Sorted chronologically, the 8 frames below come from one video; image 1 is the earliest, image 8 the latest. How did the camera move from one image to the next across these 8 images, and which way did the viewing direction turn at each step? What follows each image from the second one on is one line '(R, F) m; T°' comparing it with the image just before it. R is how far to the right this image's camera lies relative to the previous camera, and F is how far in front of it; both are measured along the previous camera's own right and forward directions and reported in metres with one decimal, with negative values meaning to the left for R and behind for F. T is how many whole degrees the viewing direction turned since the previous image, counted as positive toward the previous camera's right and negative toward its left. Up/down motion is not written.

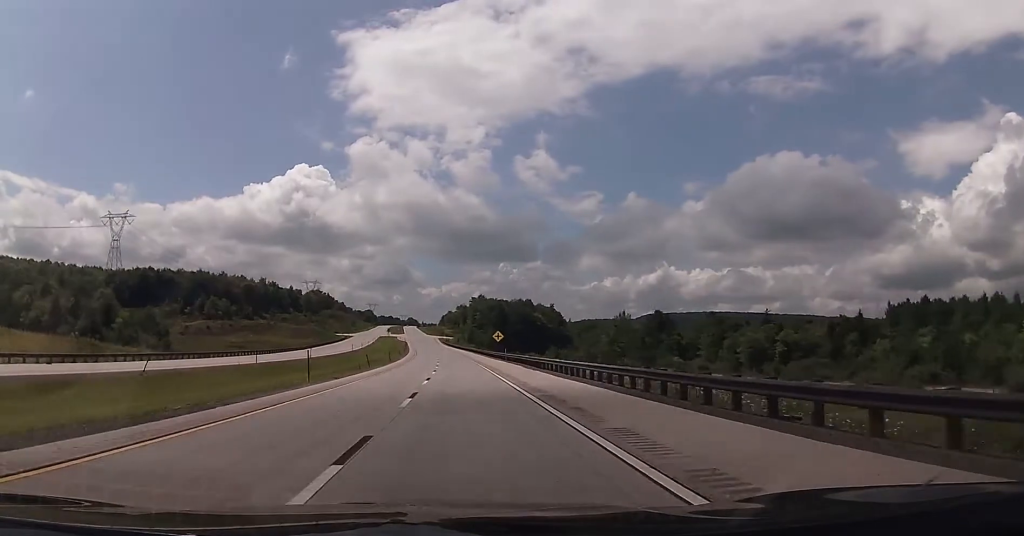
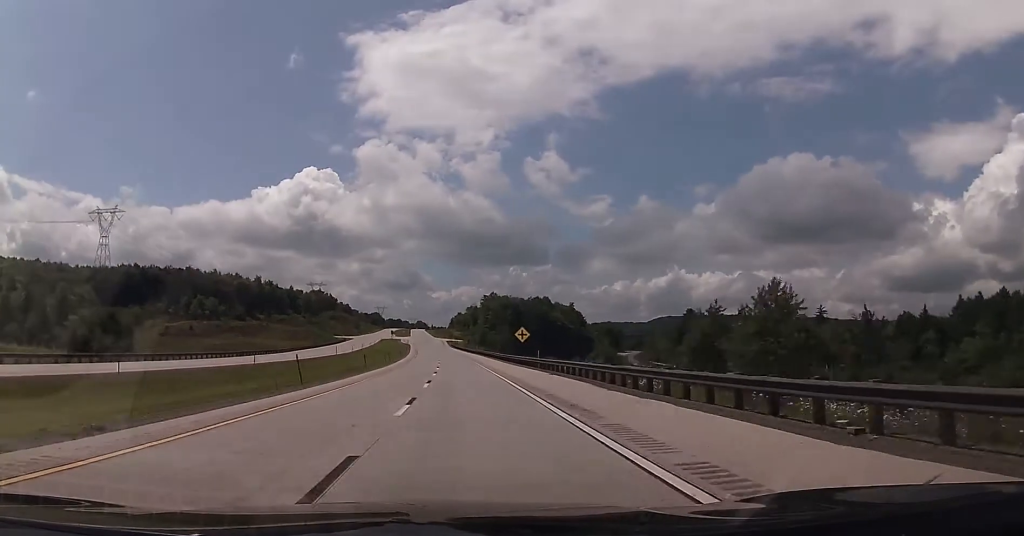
(-0.3, +26.4) m; -1°
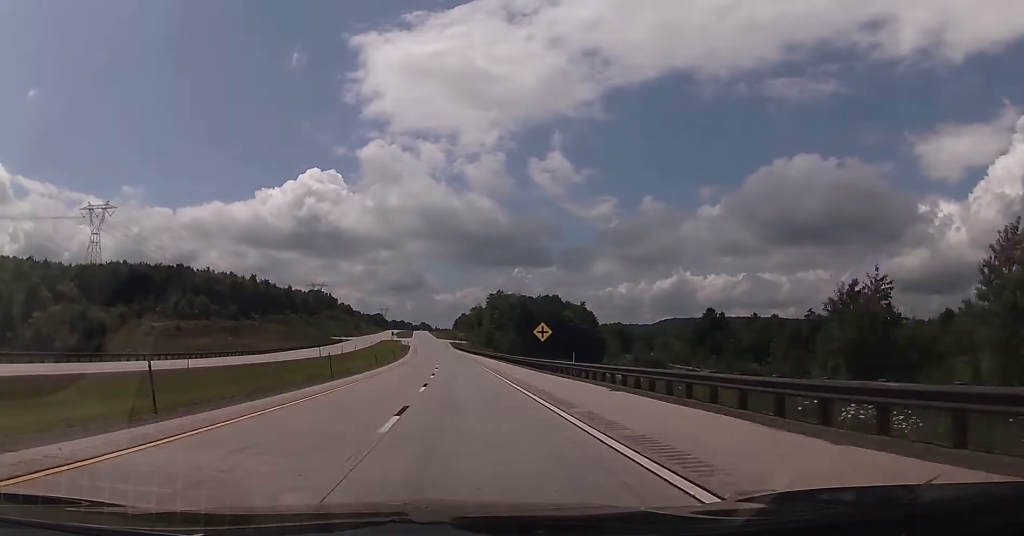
(-0.4, +15.5) m; 0°
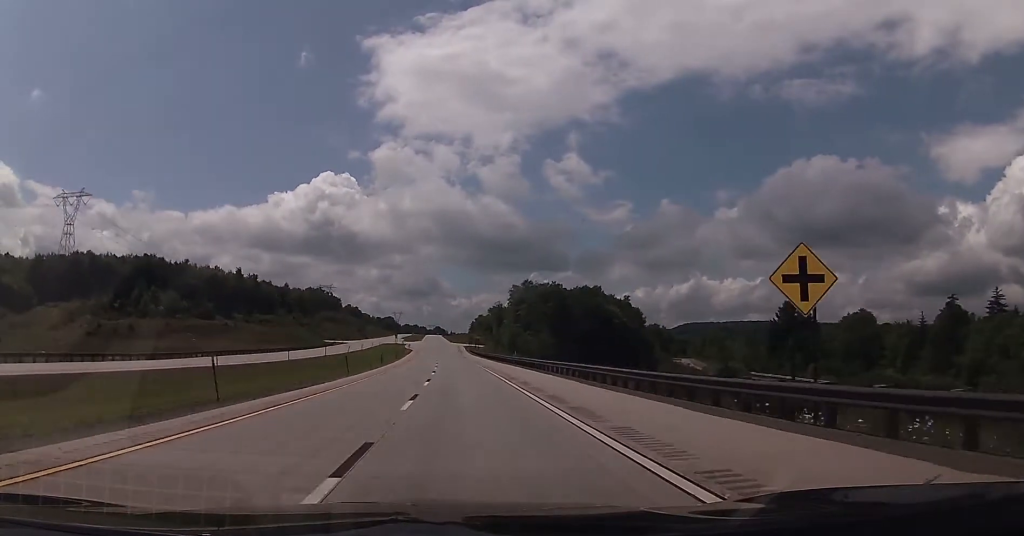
(0.0, +44.1) m; -2°
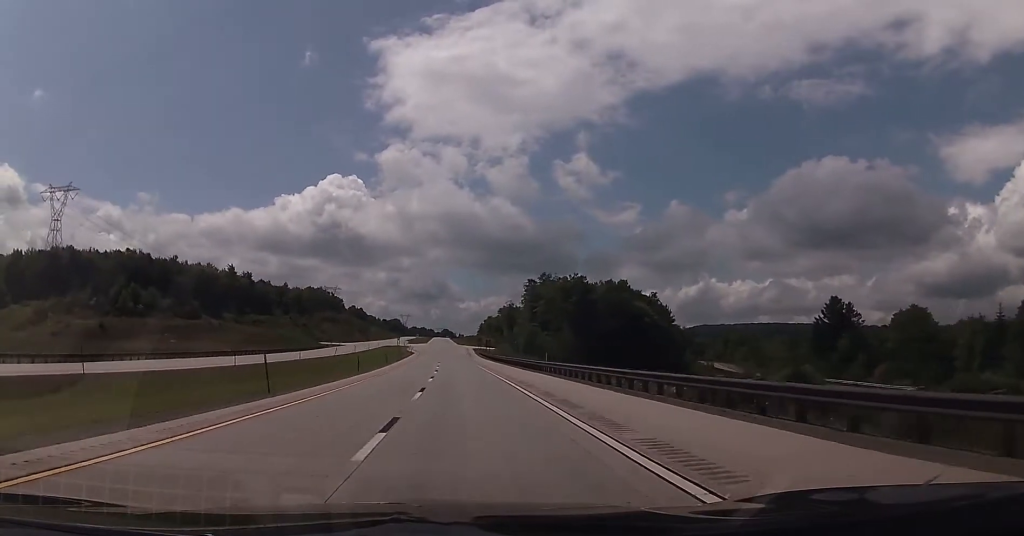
(-0.5, +19.7) m; -1°
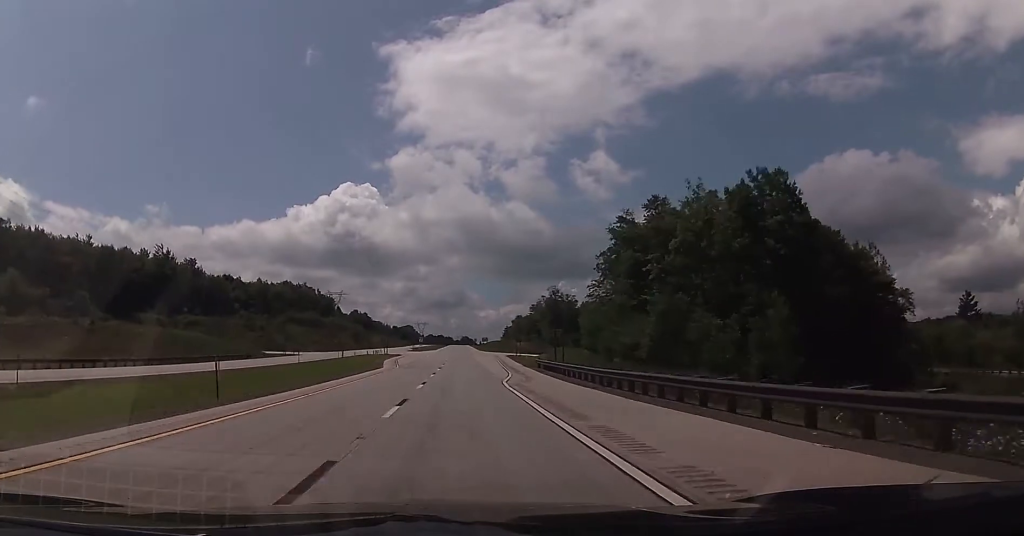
(-1.1, +78.4) m; -1°
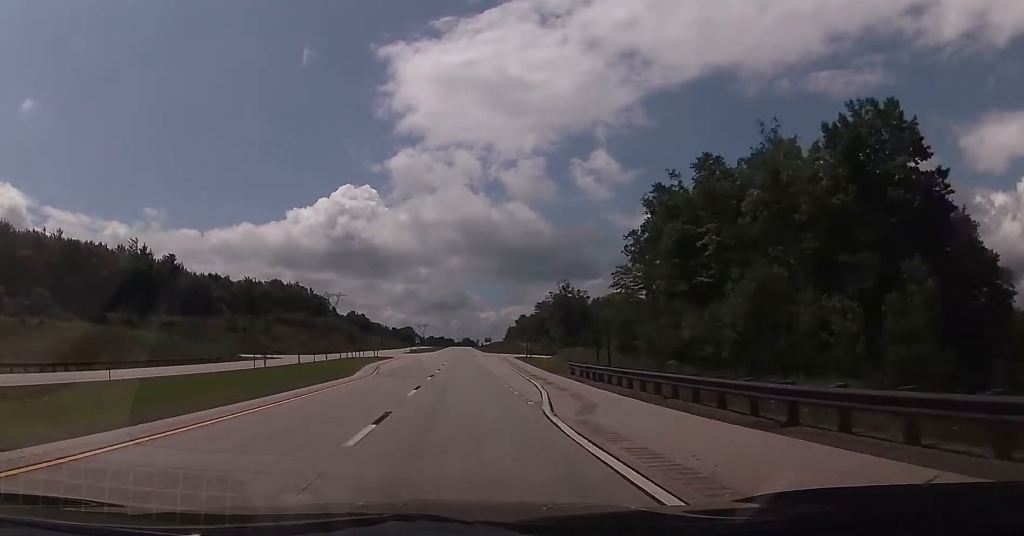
(0.0, +16.3) m; 0°
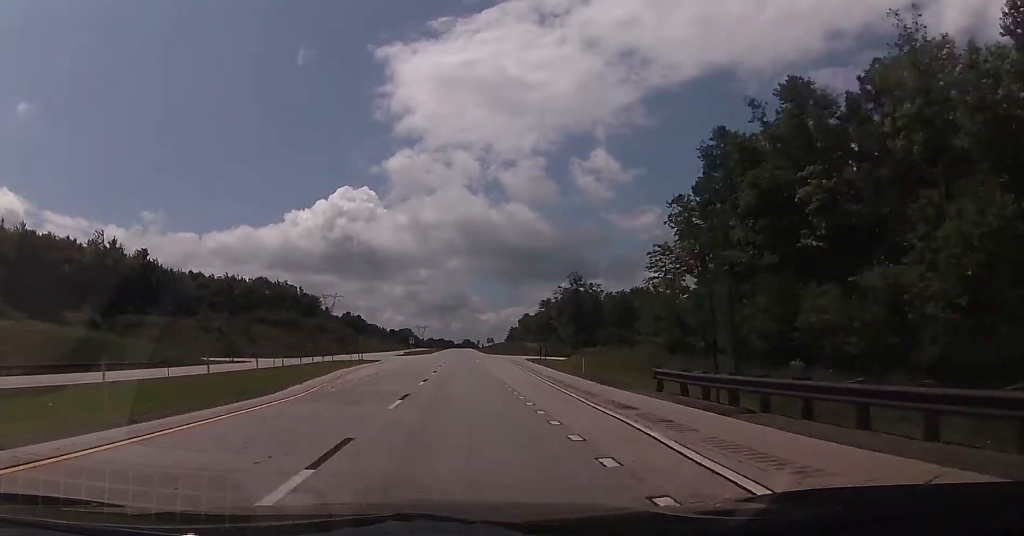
(0.0, +17.4) m; 0°
